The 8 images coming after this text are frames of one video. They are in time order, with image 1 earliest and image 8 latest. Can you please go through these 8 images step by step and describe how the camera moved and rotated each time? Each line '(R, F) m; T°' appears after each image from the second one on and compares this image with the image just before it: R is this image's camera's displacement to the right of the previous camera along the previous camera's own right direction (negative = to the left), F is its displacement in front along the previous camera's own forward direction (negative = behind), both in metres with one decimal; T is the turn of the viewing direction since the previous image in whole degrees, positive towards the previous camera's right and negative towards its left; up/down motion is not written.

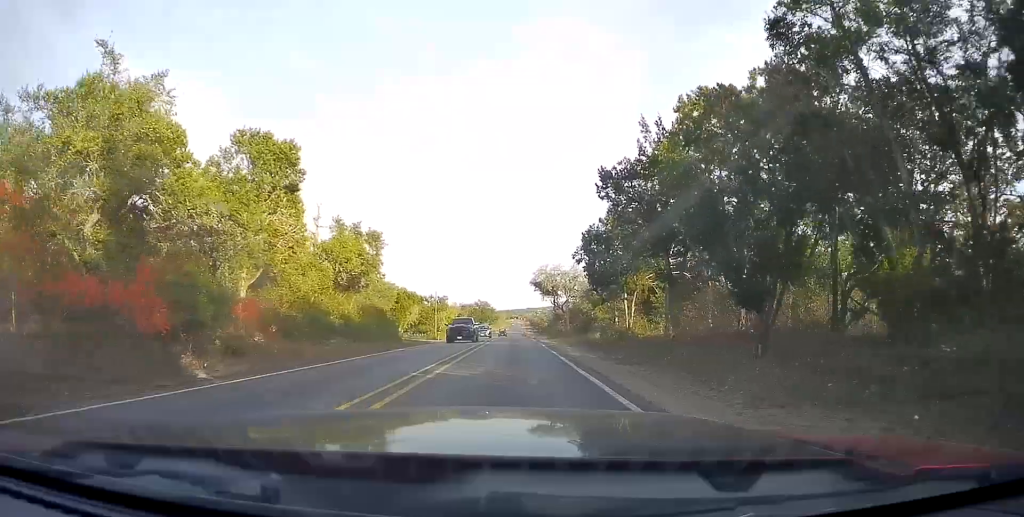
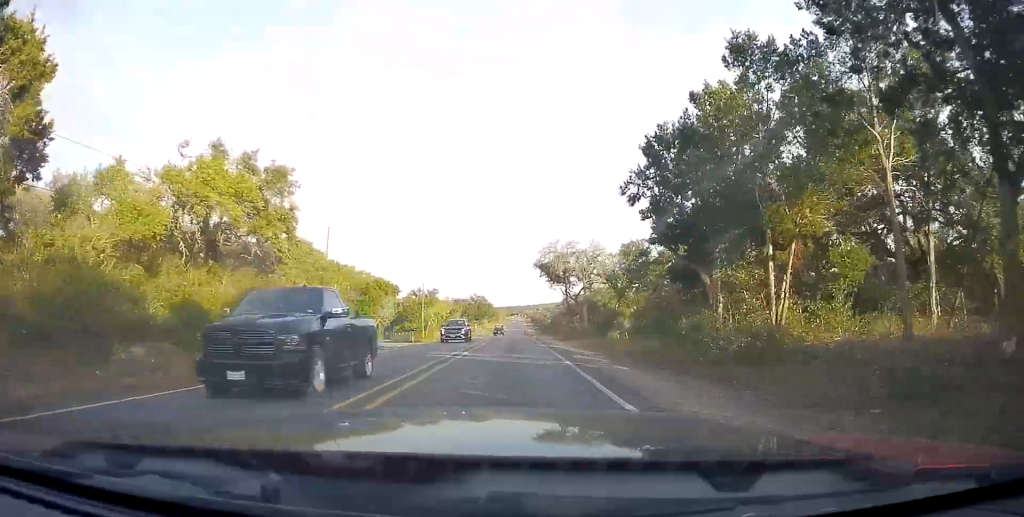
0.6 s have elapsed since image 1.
(0.0, +16.6) m; -1°
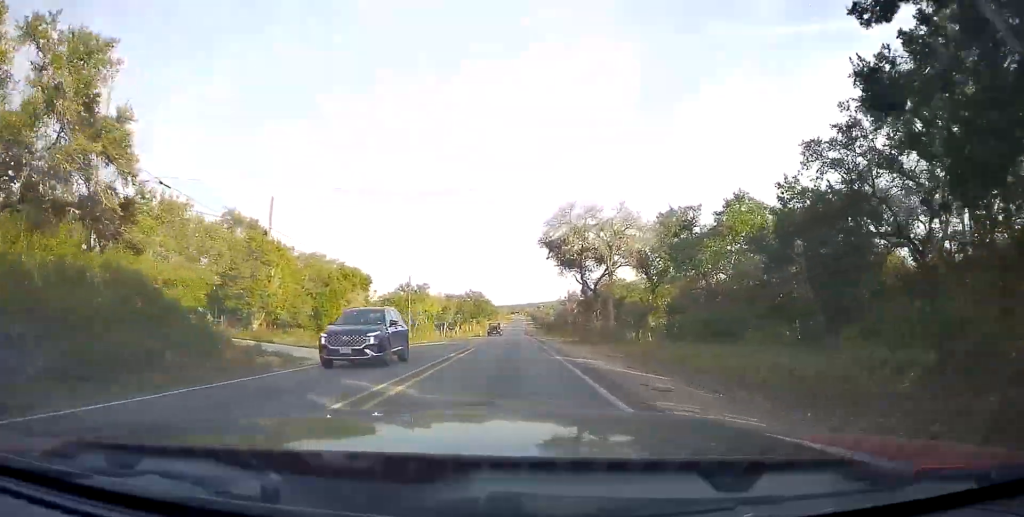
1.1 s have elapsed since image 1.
(0.0, +12.7) m; -1°
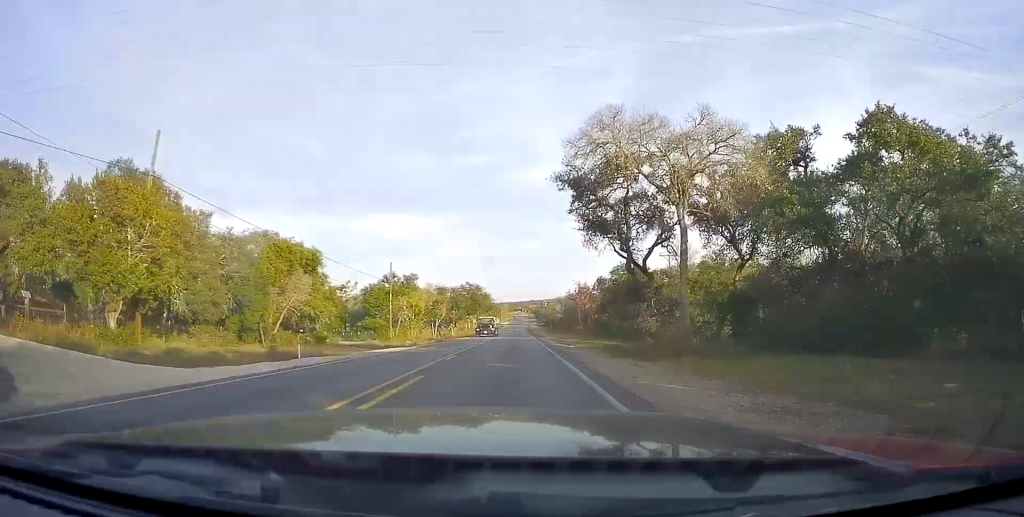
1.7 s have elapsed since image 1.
(-0.3, +14.8) m; -1°
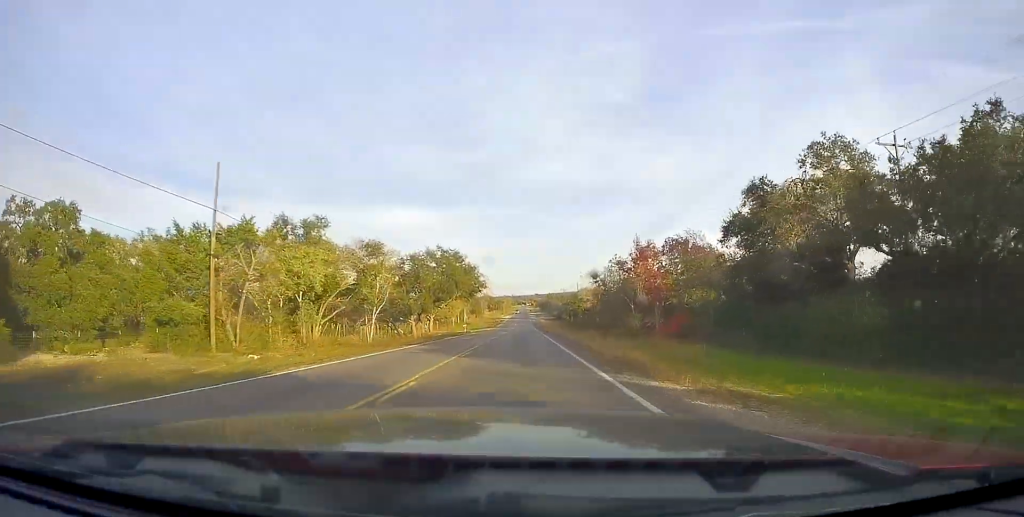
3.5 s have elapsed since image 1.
(-0.3, +45.4) m; 0°
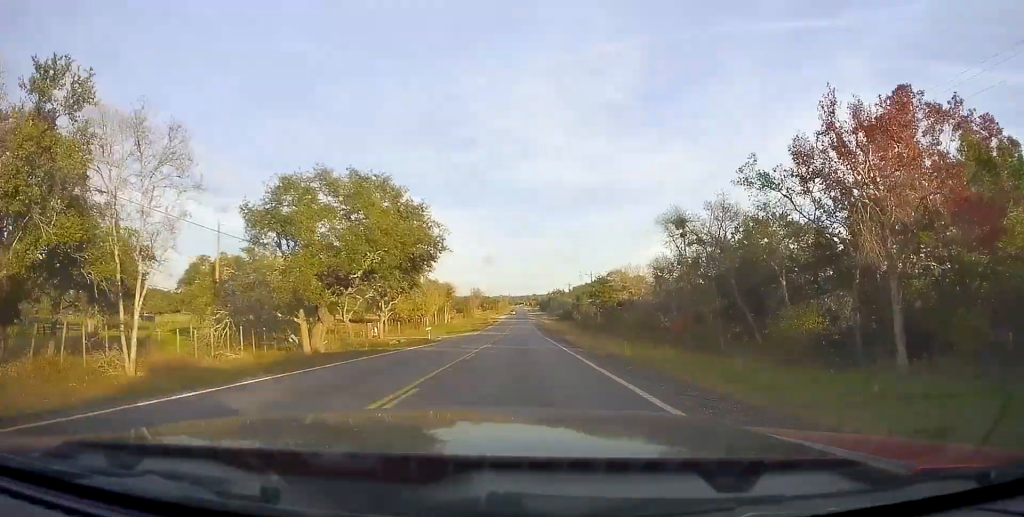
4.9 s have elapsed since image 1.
(+0.6, +35.0) m; +2°
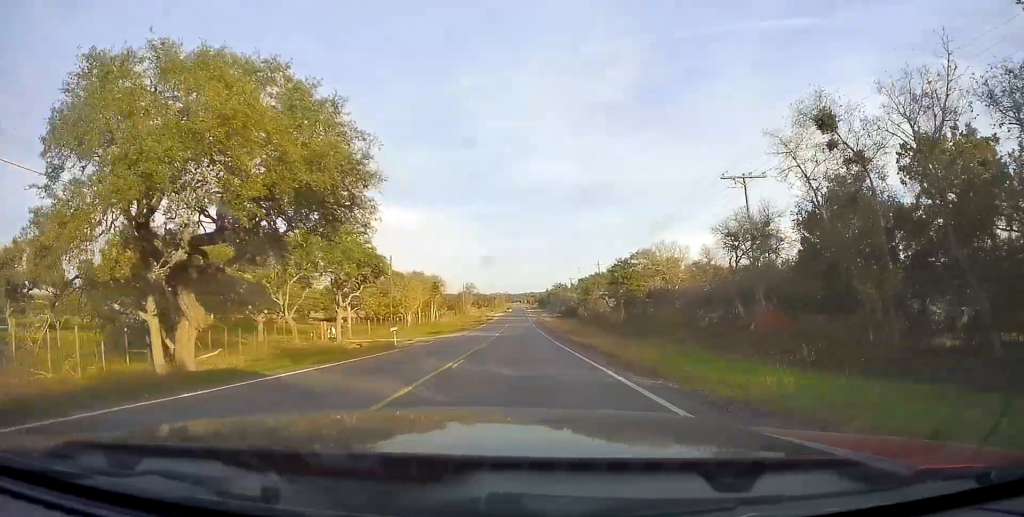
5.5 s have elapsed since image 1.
(0.0, +15.4) m; 0°
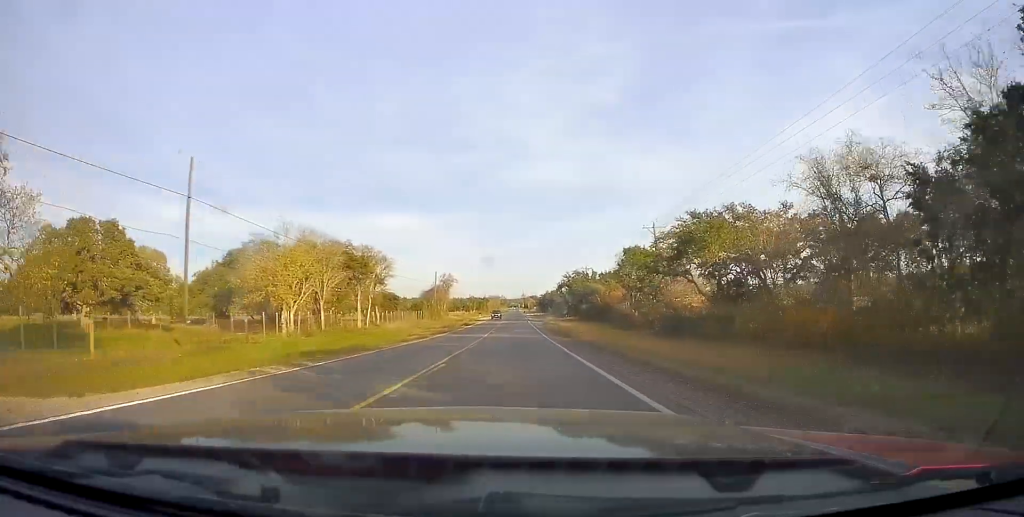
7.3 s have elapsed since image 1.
(-0.3, +46.4) m; -1°
